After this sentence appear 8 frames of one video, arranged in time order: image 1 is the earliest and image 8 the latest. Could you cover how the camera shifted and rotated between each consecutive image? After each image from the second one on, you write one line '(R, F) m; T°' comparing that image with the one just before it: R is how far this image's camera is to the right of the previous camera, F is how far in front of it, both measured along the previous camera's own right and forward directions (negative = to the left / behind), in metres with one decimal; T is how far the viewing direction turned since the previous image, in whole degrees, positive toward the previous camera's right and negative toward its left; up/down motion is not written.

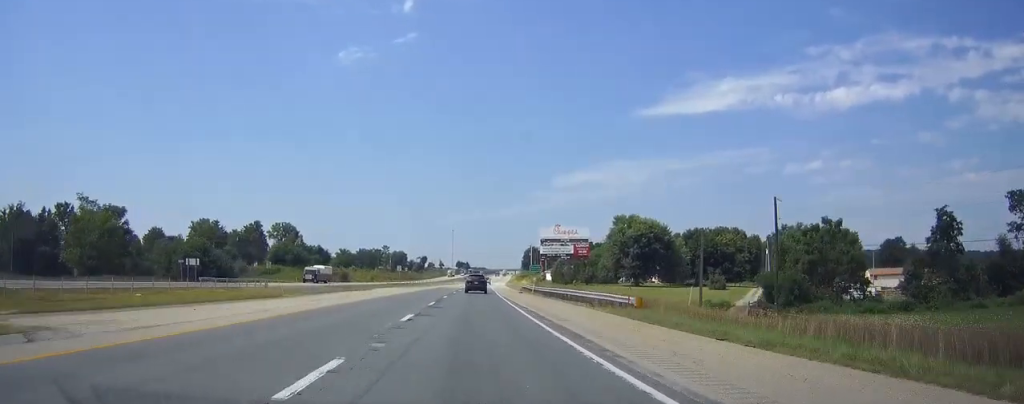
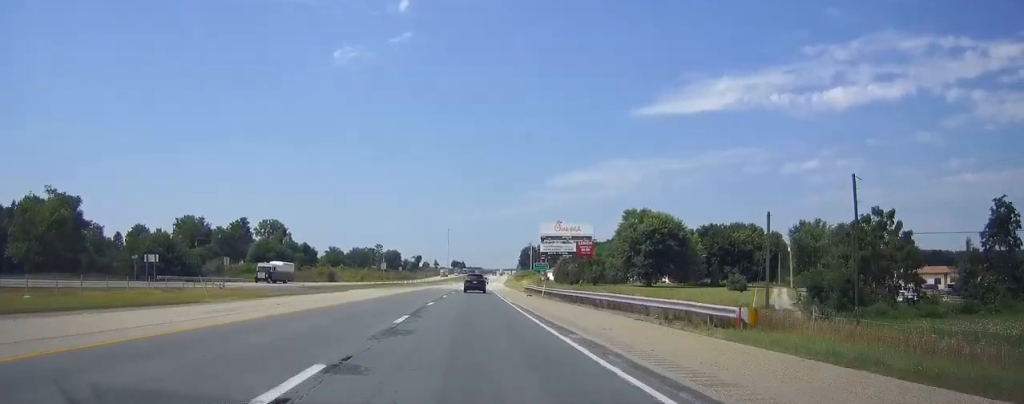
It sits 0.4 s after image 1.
(0.0, +13.0) m; 0°
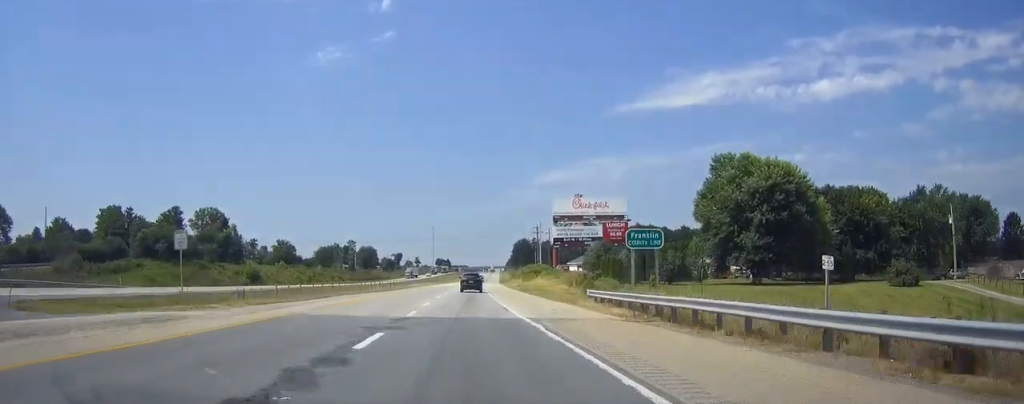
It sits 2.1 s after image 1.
(+0.5, +56.3) m; +1°
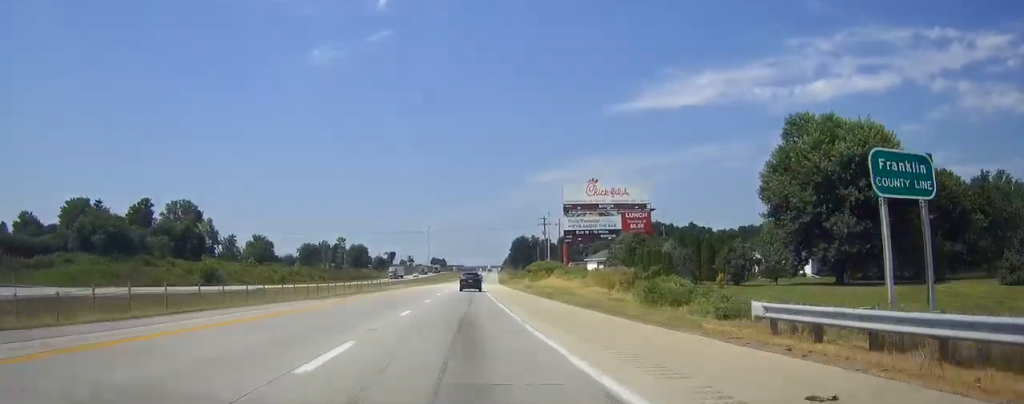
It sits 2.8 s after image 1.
(+0.1, +20.5) m; 0°
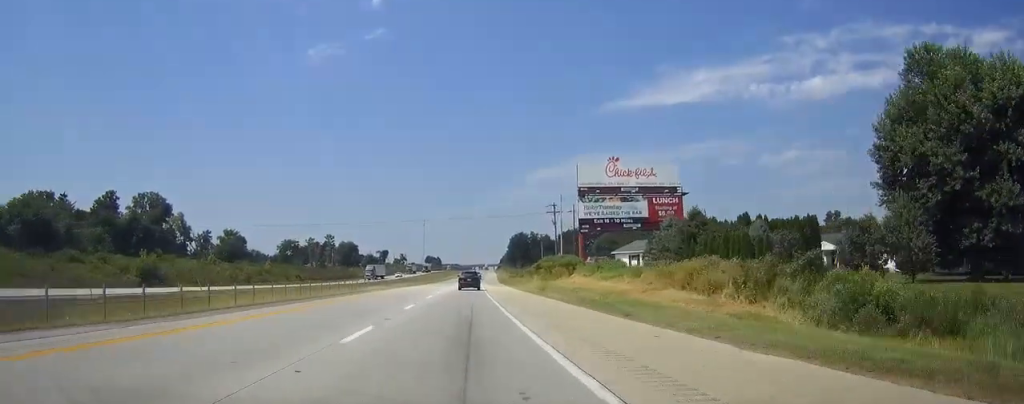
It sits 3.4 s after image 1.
(0.0, +20.4) m; 0°
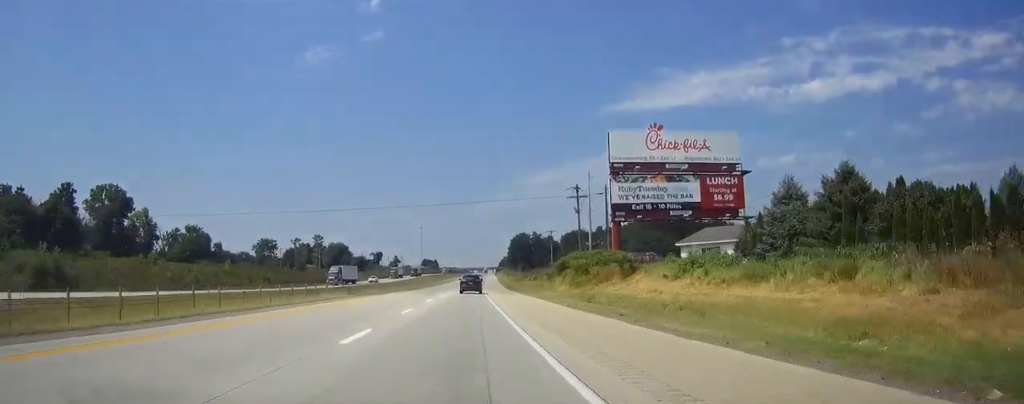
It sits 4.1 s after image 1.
(0.0, +23.7) m; 0°
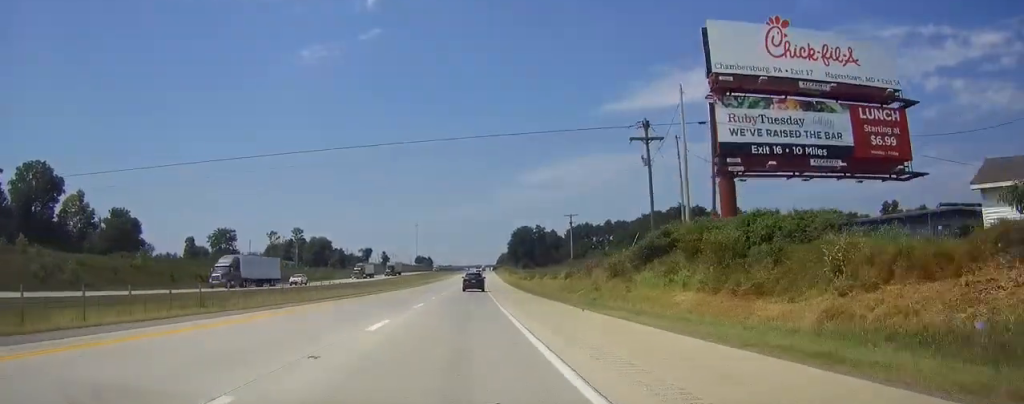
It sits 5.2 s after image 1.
(+0.2, +33.2) m; +1°
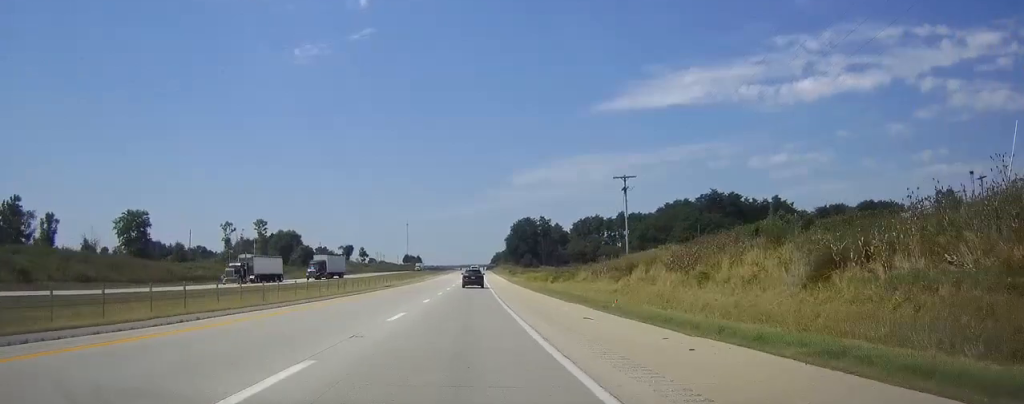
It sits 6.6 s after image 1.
(+0.2, +44.9) m; 0°
